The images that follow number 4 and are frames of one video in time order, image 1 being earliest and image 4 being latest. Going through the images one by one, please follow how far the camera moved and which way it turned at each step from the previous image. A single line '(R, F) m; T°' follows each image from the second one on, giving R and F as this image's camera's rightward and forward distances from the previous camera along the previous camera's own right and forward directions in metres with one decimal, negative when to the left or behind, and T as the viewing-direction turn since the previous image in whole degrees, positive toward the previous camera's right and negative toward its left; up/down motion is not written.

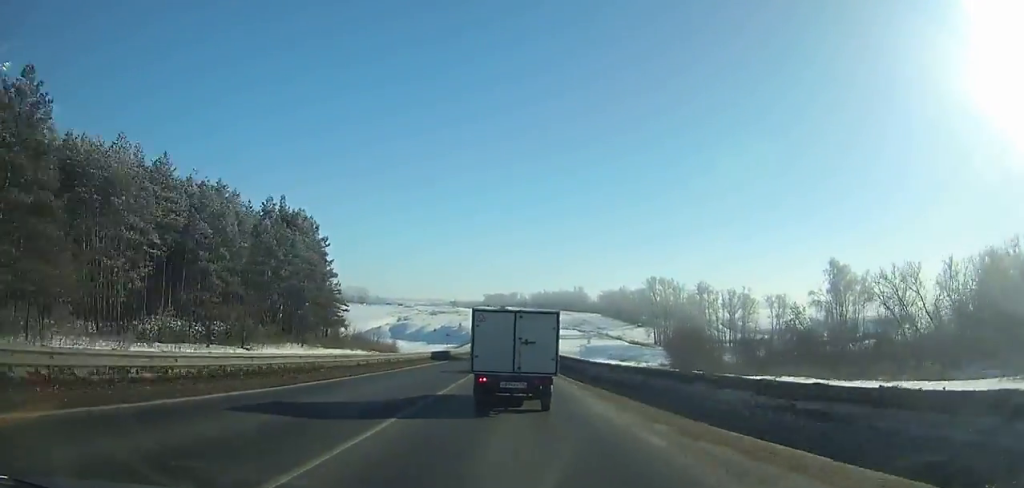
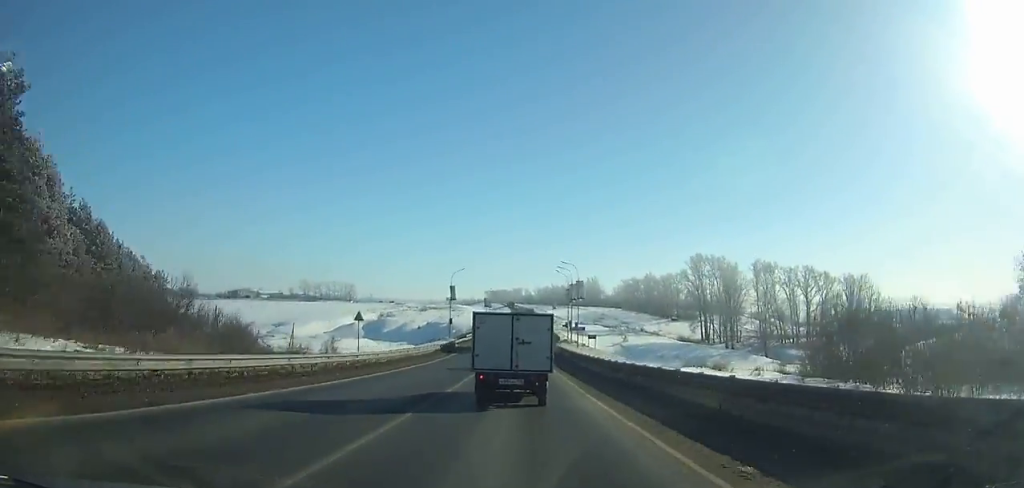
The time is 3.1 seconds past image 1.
(+0.3, +61.9) m; +1°
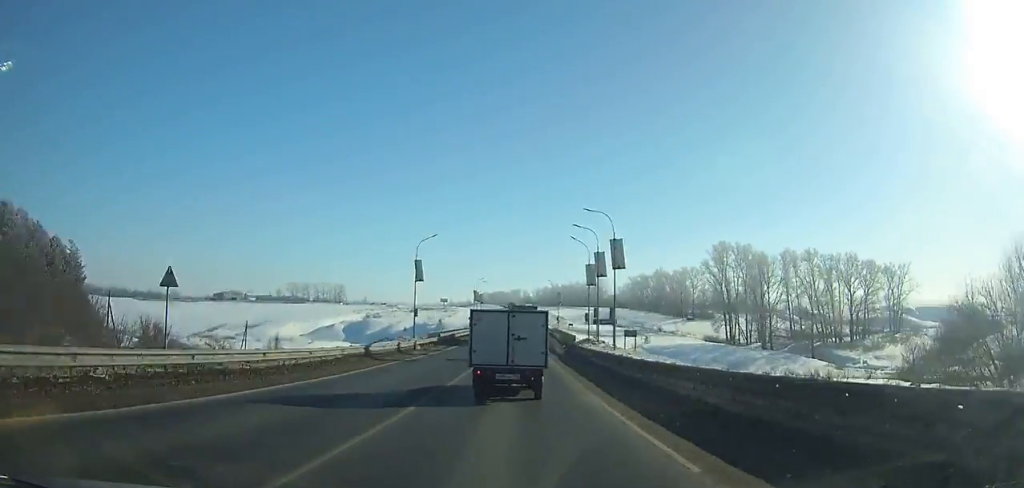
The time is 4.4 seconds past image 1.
(+0.1, +26.0) m; 0°
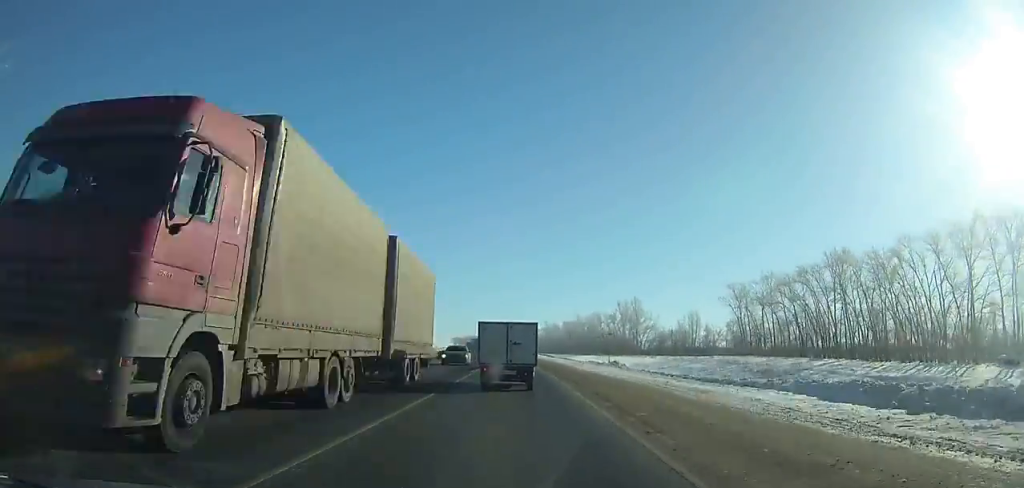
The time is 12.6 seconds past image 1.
(+1.1, +164.6) m; 0°
